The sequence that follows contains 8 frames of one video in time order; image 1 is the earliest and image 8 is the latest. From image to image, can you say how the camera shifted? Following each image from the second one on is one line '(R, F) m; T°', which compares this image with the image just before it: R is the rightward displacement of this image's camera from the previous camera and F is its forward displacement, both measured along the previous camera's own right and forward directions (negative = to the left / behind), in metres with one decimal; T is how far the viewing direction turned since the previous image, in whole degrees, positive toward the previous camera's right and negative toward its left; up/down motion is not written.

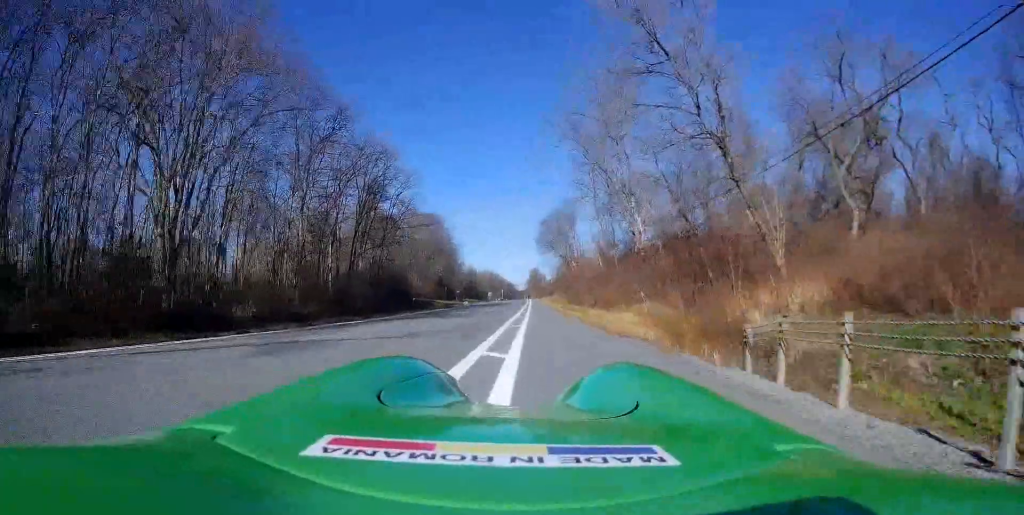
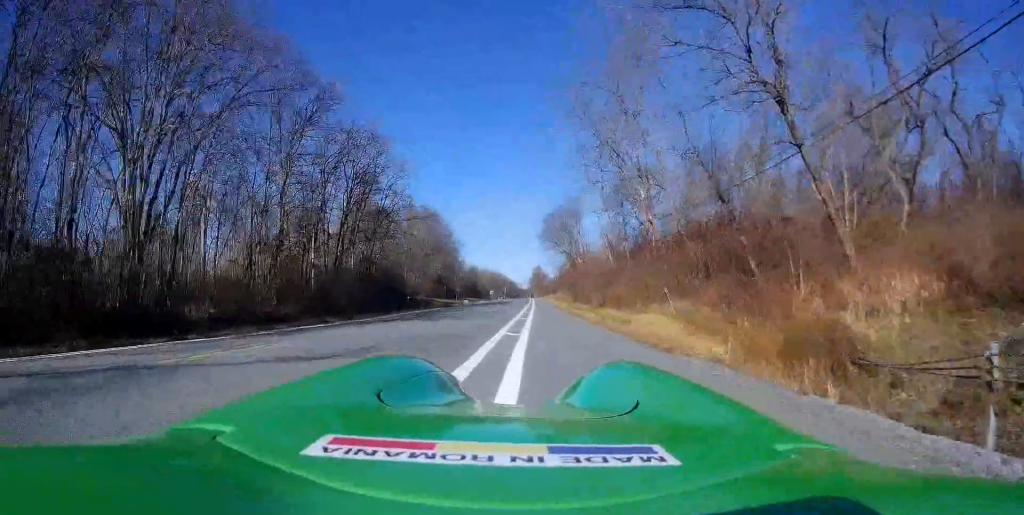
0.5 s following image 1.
(-0.1, +4.6) m; -1°
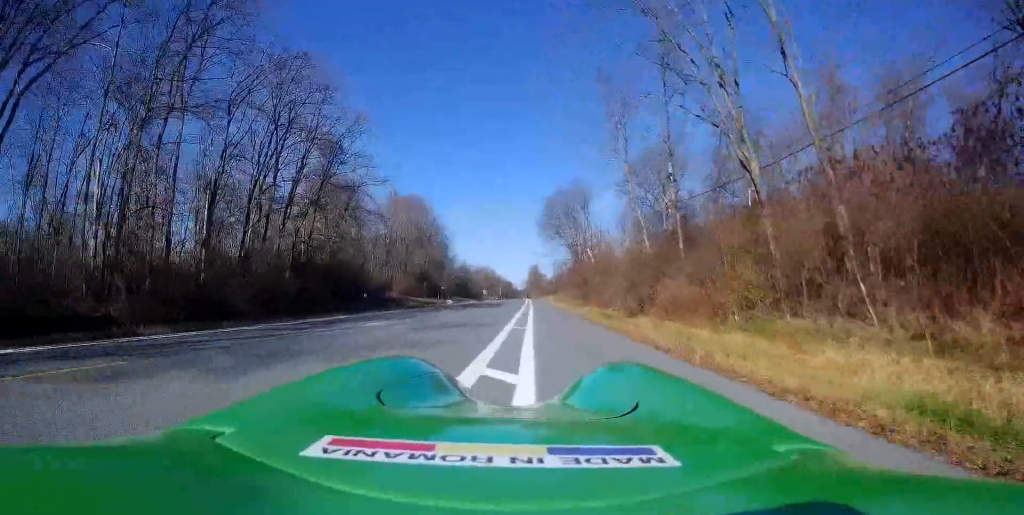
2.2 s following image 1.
(+0.3, +14.4) m; +2°
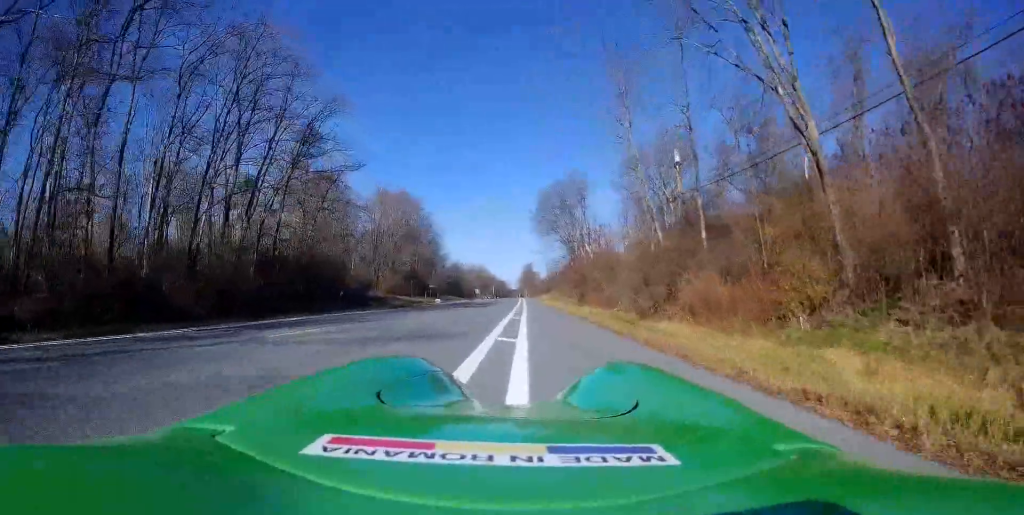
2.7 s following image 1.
(0.0, +4.4) m; 0°
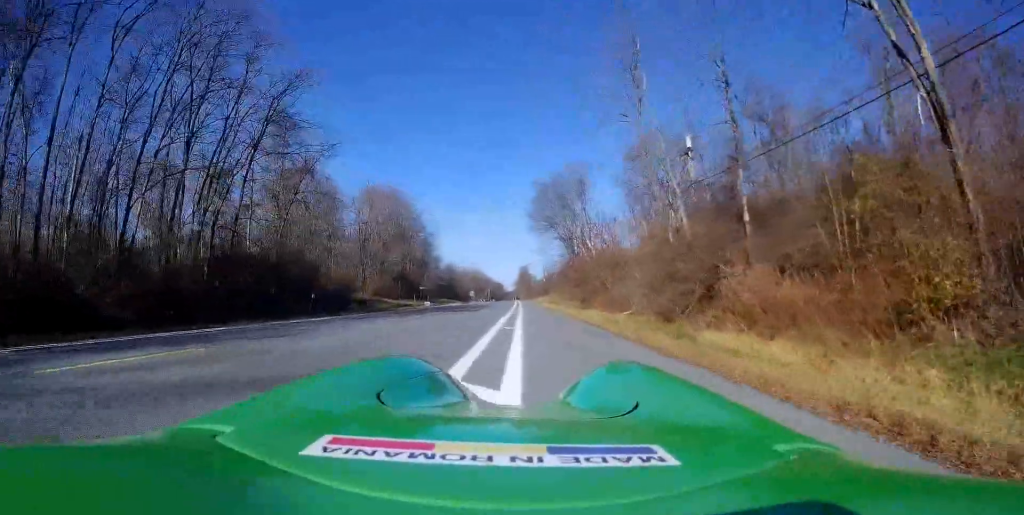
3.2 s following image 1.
(+0.1, +5.6) m; -1°
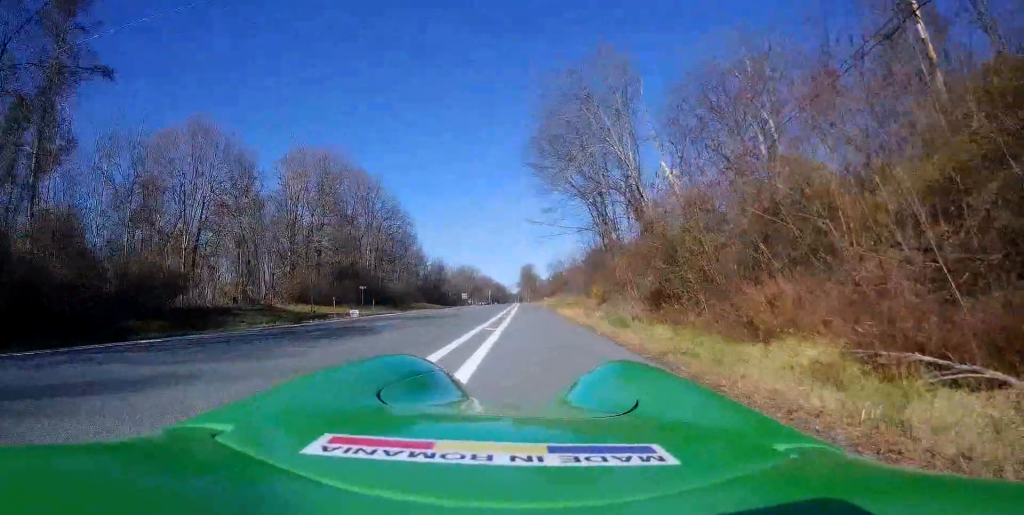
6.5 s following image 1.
(-1.2, +31.4) m; -2°
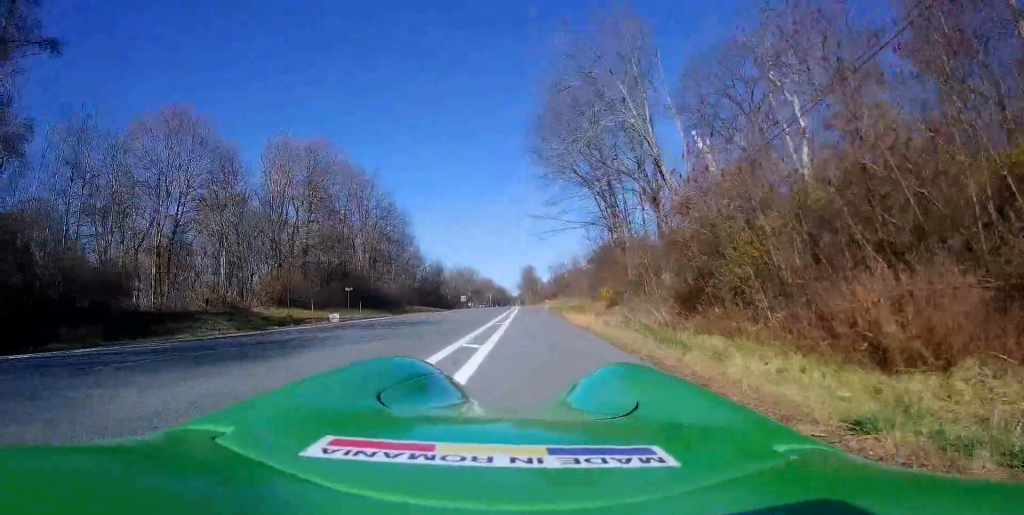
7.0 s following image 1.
(+0.2, +4.3) m; +2°
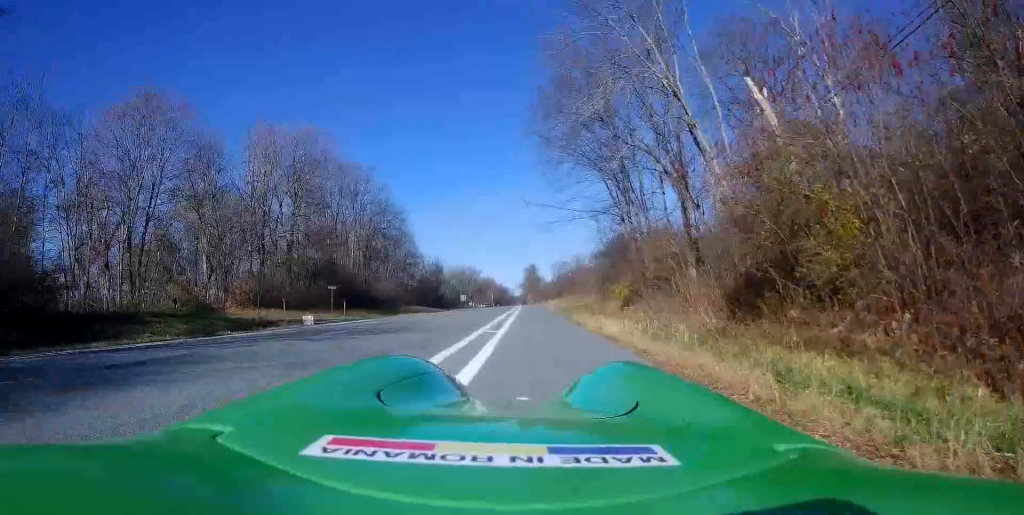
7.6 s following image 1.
(+0.1, +4.6) m; +2°
